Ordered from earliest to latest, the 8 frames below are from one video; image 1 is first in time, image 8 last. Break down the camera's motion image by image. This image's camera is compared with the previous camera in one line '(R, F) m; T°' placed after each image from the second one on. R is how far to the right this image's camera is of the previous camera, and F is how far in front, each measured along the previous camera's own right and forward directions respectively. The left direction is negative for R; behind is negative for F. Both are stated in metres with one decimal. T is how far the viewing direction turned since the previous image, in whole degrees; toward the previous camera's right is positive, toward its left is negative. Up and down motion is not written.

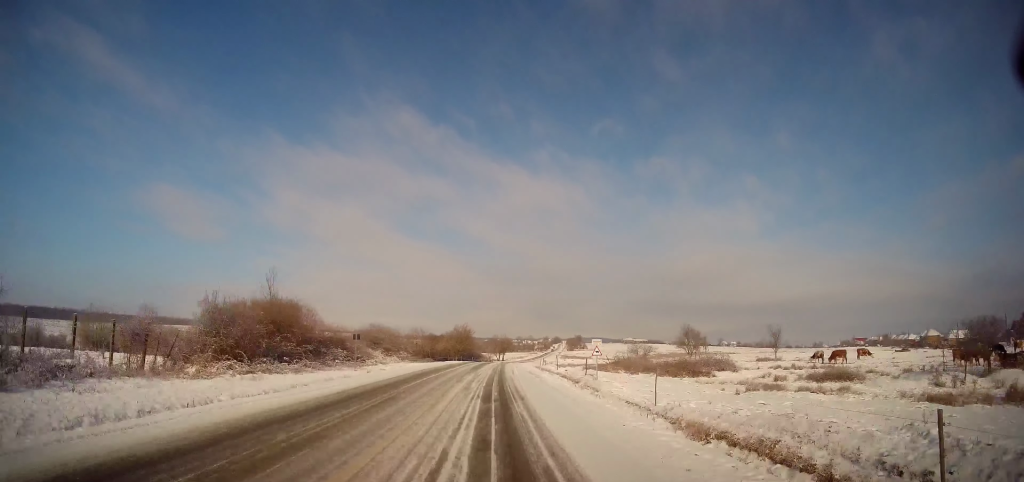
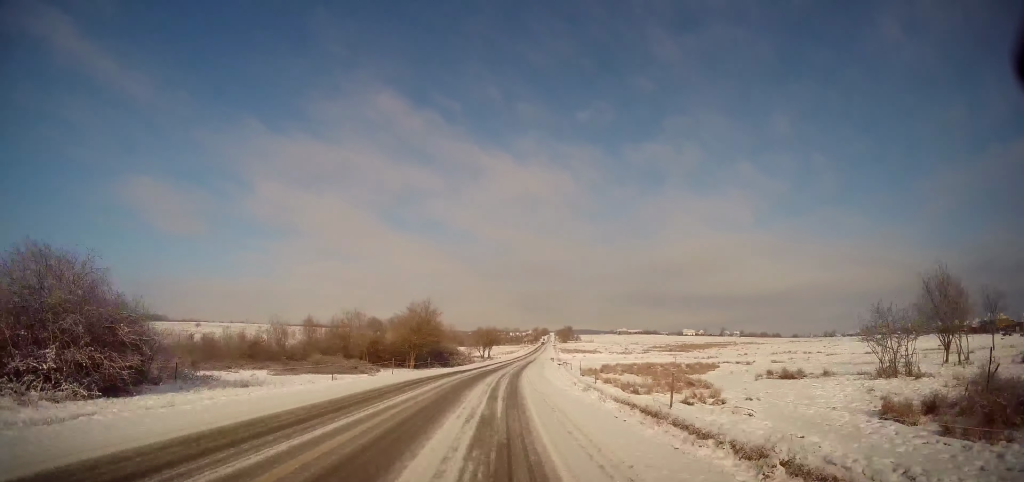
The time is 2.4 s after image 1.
(+0.4, +45.9) m; +1°
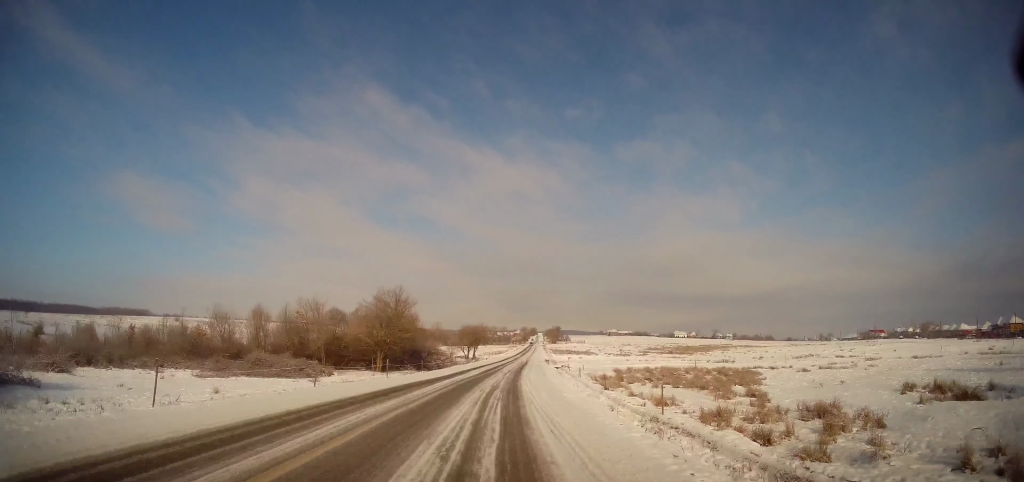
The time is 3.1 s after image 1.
(+0.4, +12.2) m; +2°
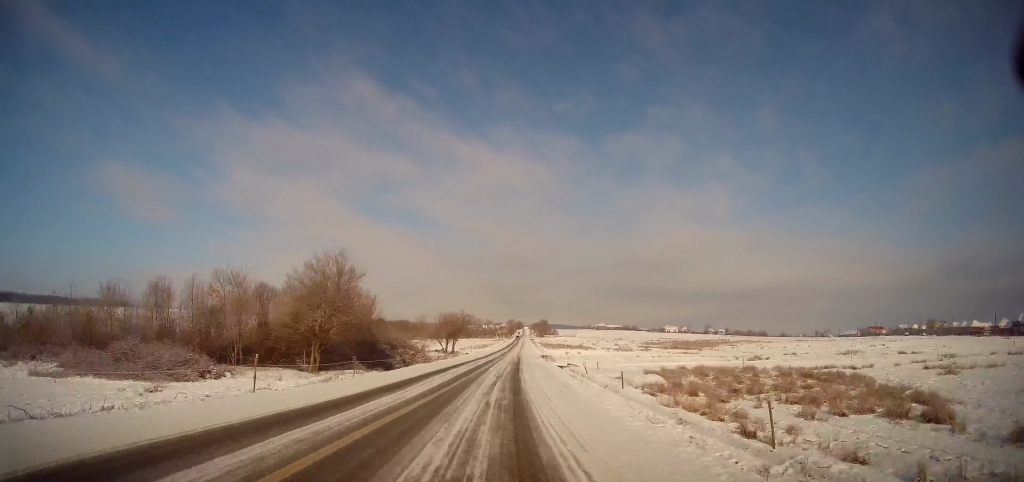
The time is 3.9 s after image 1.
(+0.3, +16.2) m; +2°
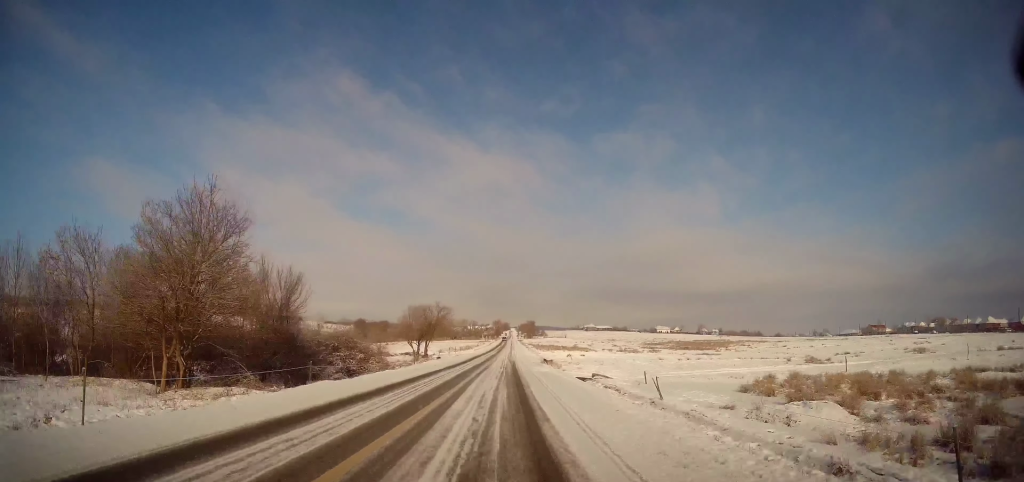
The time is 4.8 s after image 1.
(+0.3, +17.2) m; +2°
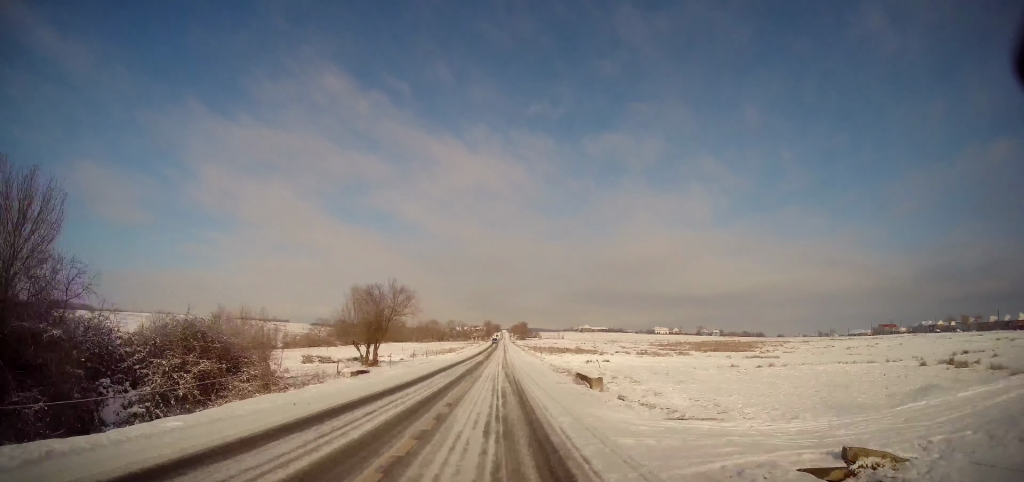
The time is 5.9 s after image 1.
(+0.3, +22.2) m; +1°
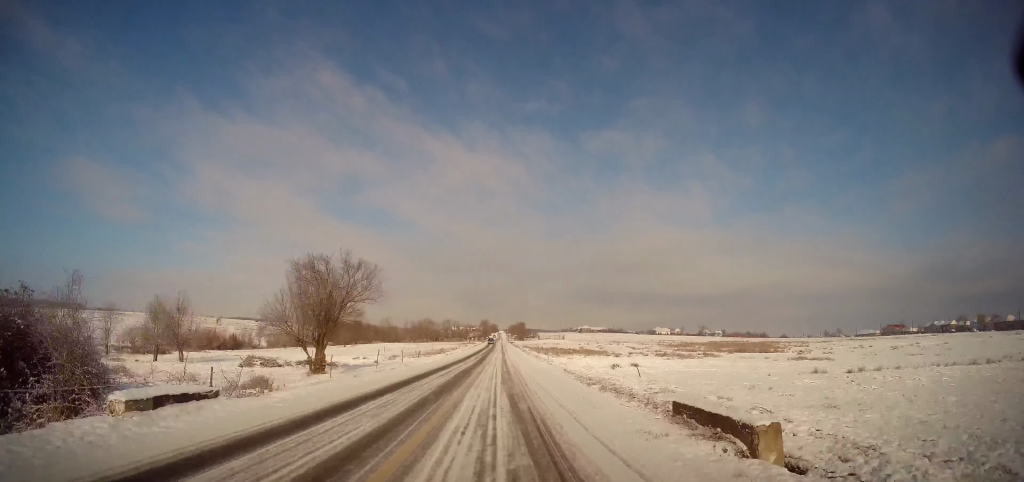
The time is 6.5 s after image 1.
(-0.1, +12.2) m; 0°
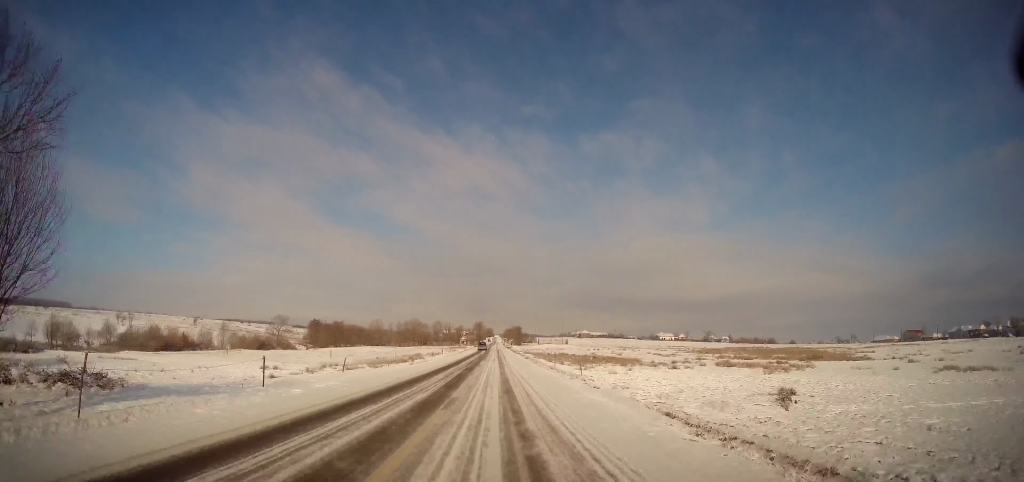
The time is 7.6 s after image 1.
(+0.2, +24.0) m; +1°
